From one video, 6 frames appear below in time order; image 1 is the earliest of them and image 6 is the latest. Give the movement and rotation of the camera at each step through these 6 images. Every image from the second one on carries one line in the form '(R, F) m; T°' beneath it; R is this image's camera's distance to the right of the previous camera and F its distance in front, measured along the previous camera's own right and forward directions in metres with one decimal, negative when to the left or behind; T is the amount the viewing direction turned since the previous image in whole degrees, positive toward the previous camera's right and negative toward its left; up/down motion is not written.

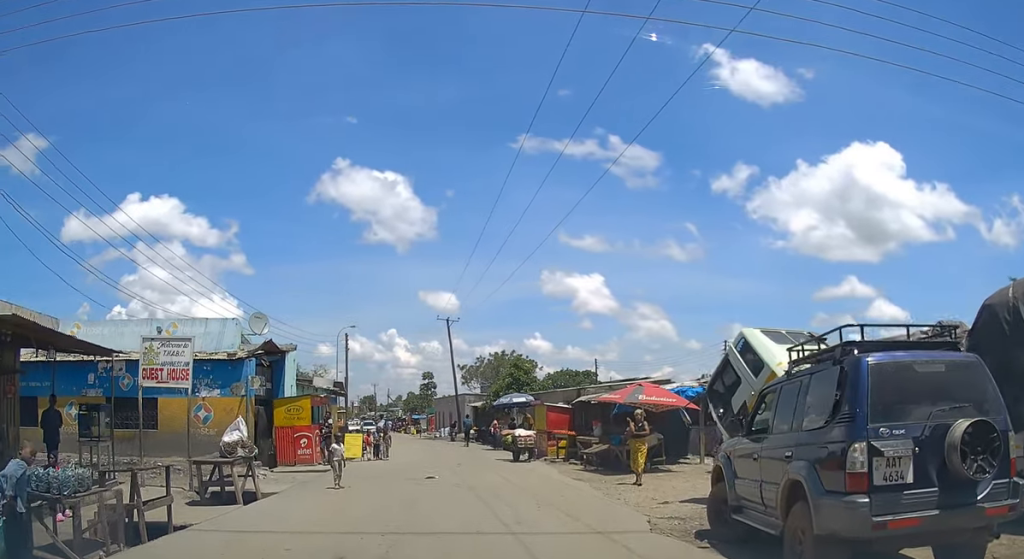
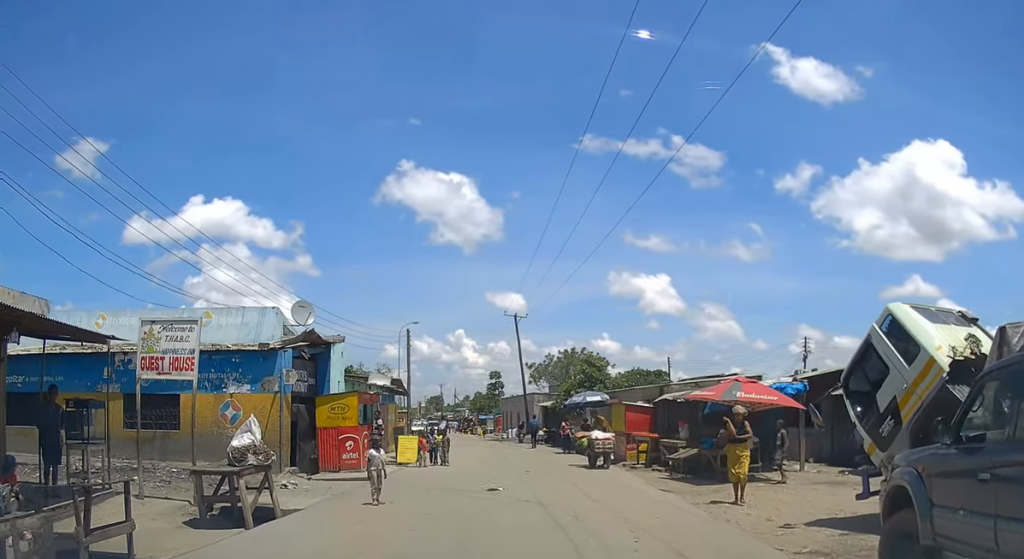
(0.0, +2.7) m; -5°
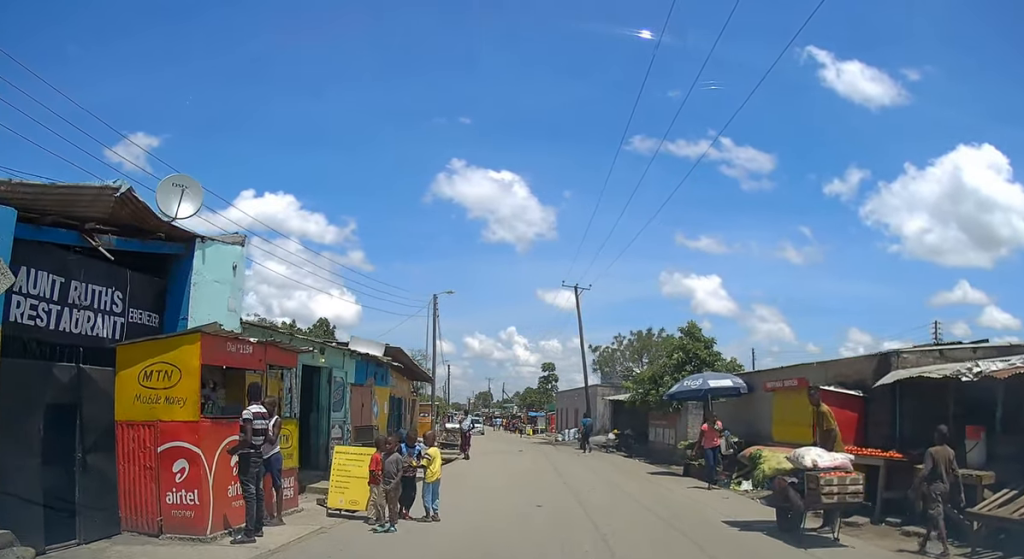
(-0.6, +11.8) m; -1°
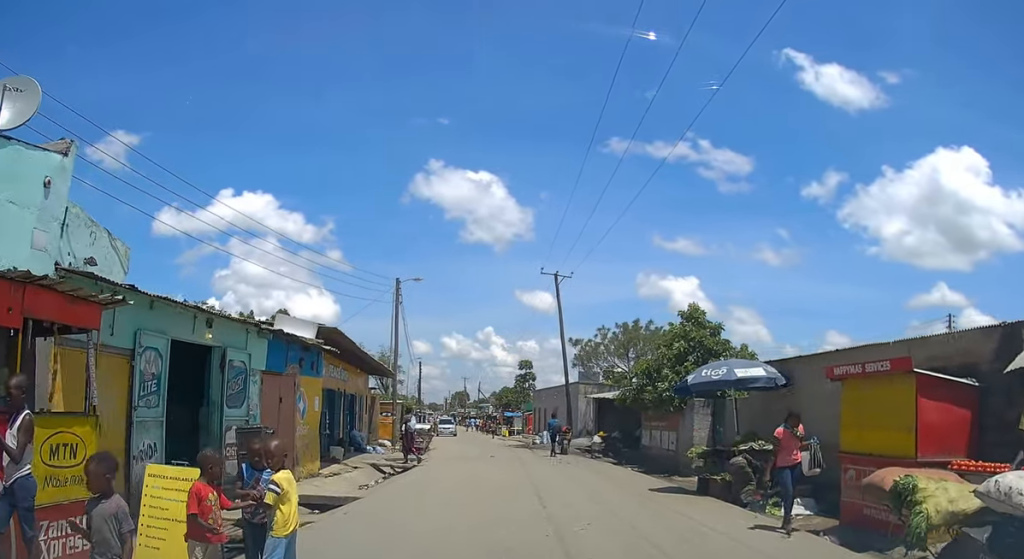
(0.0, +4.1) m; +1°
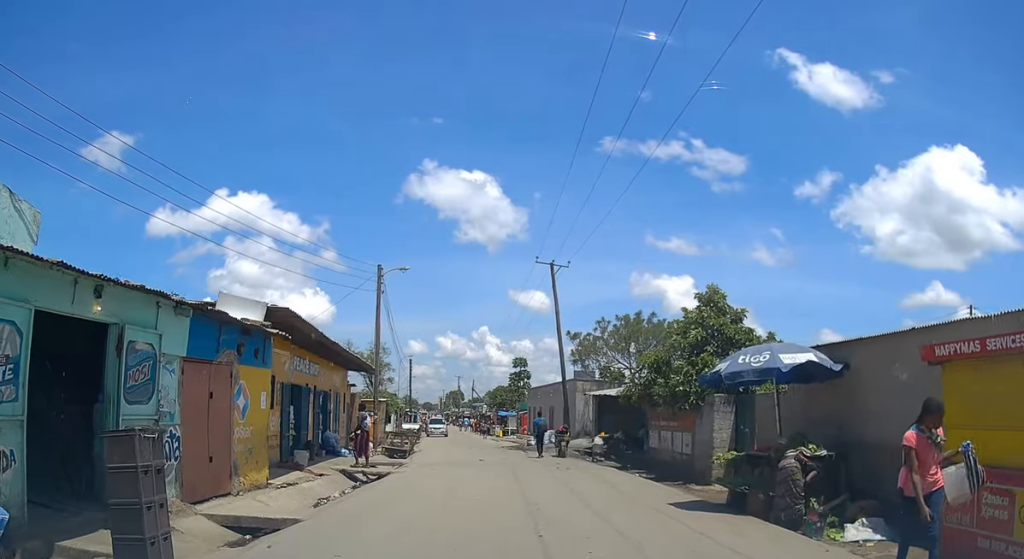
(+0.1, +2.8) m; 0°
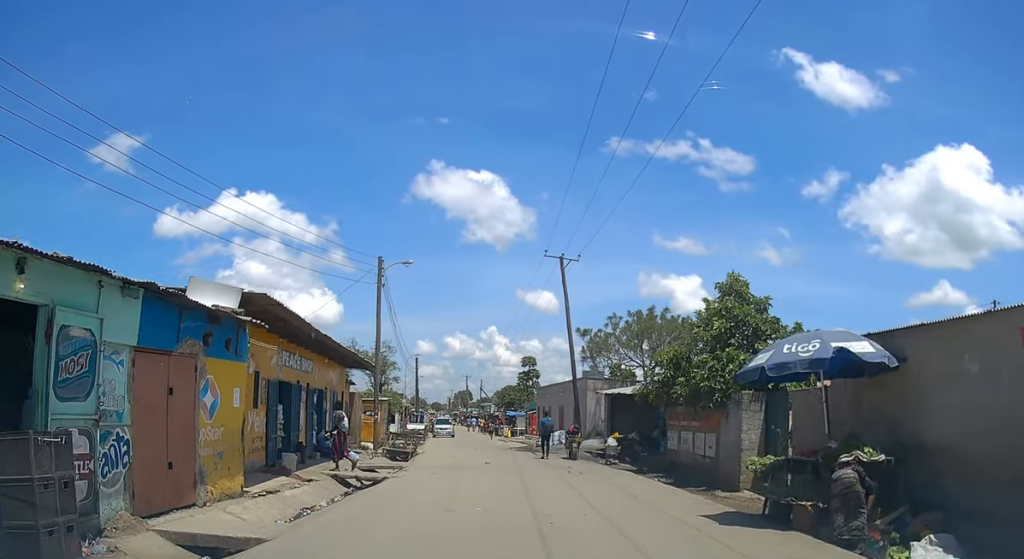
(0.0, +1.6) m; -1°
